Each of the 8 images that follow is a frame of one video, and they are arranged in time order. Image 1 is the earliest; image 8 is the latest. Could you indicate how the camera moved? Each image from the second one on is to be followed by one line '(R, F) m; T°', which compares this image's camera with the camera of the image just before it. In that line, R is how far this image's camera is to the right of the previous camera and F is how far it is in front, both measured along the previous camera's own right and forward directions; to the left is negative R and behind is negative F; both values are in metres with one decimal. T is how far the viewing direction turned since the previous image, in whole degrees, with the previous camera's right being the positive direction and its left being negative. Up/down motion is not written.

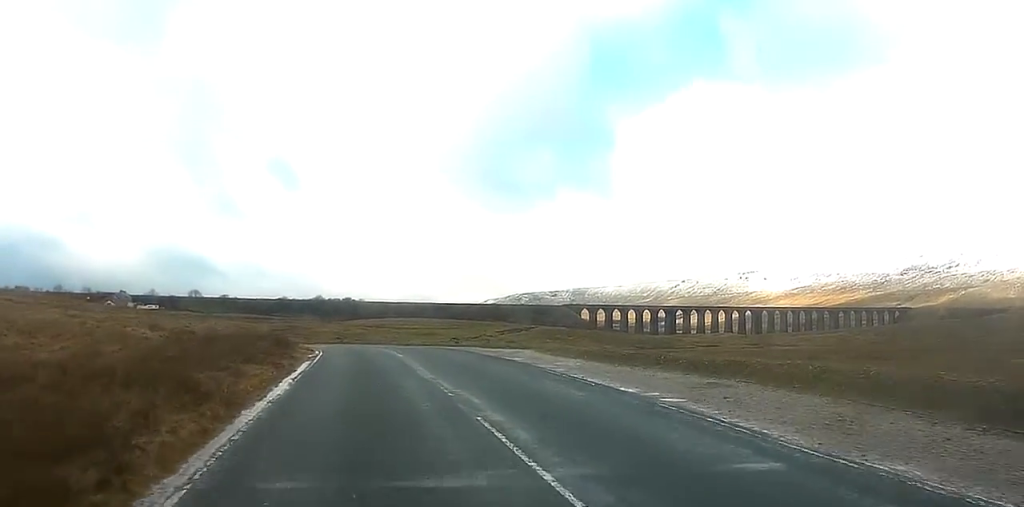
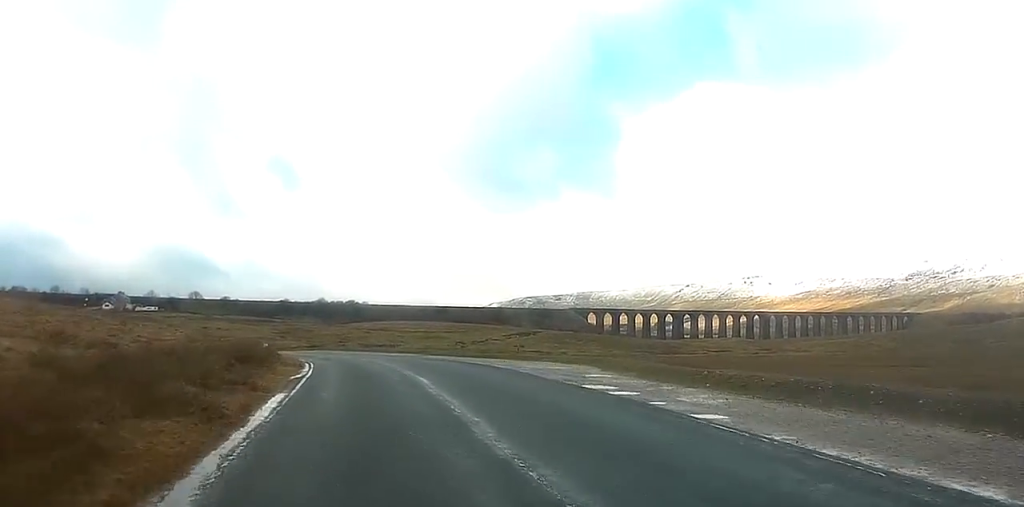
(-0.2, +9.6) m; -1°
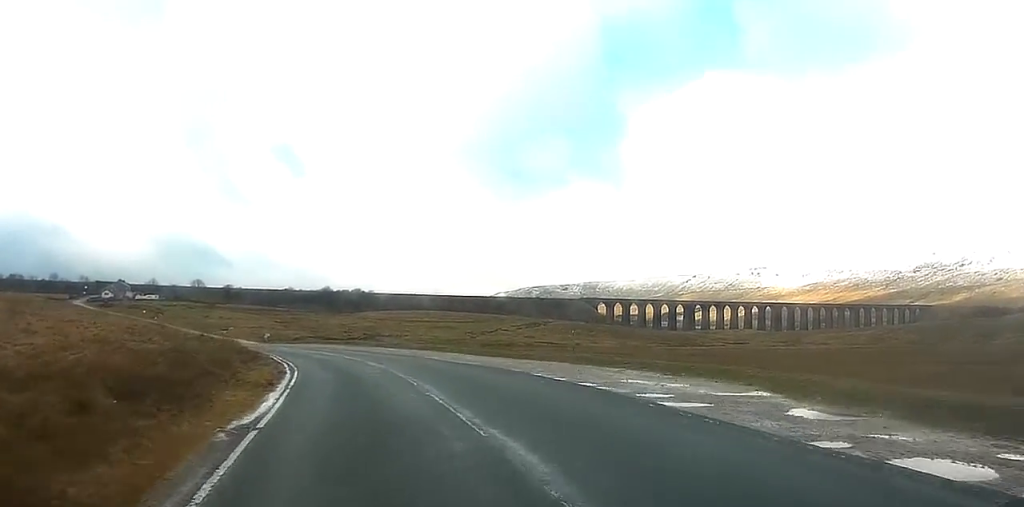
(-0.1, +11.6) m; -1°
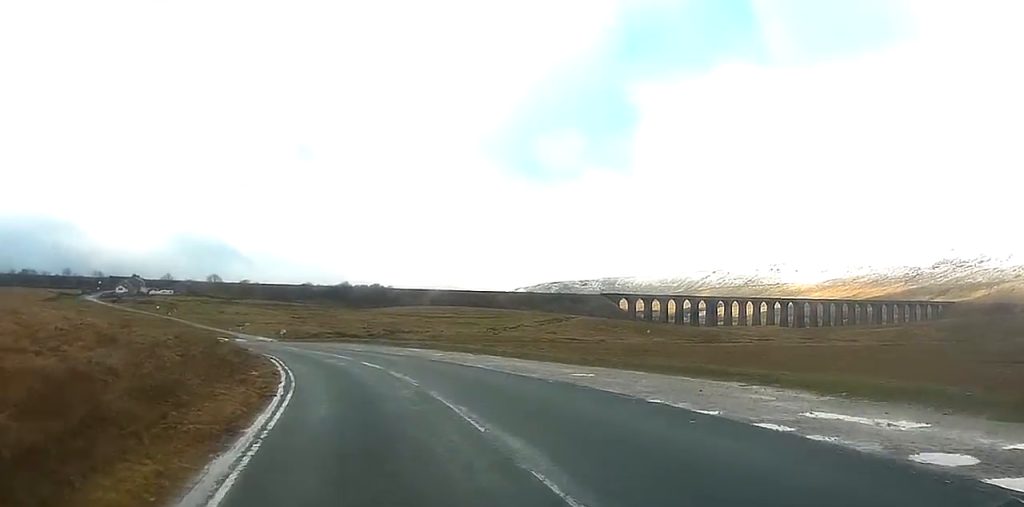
(-0.1, +7.9) m; -1°
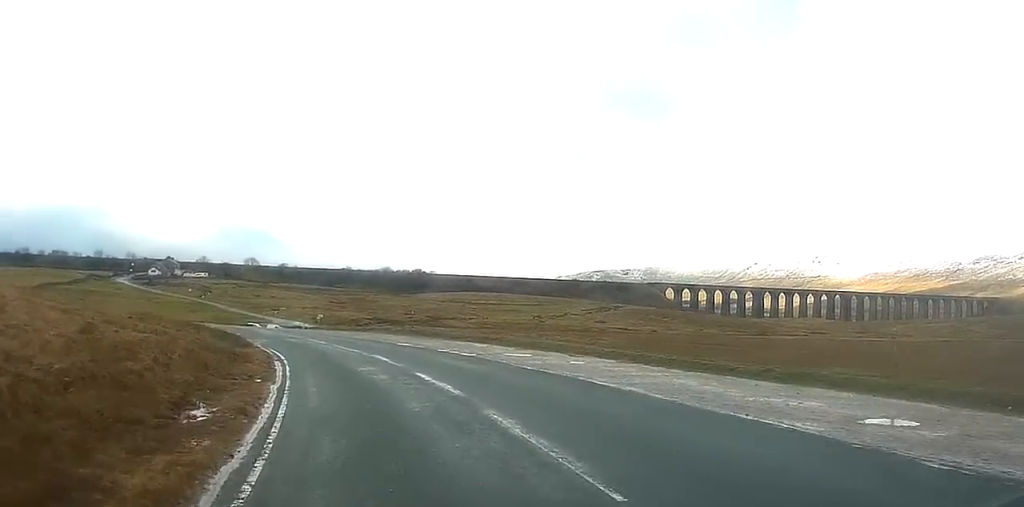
(-0.1, +13.1) m; -2°
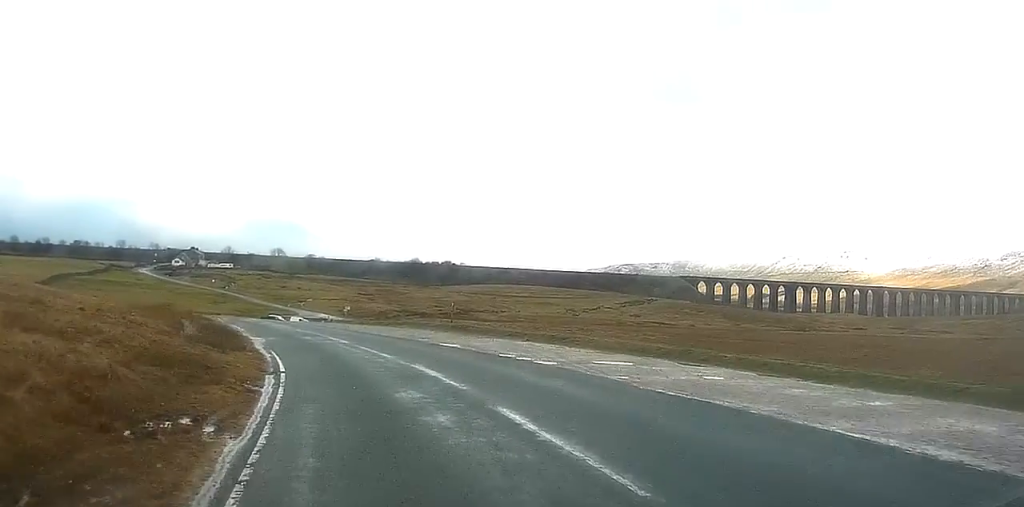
(-0.1, +8.8) m; -2°
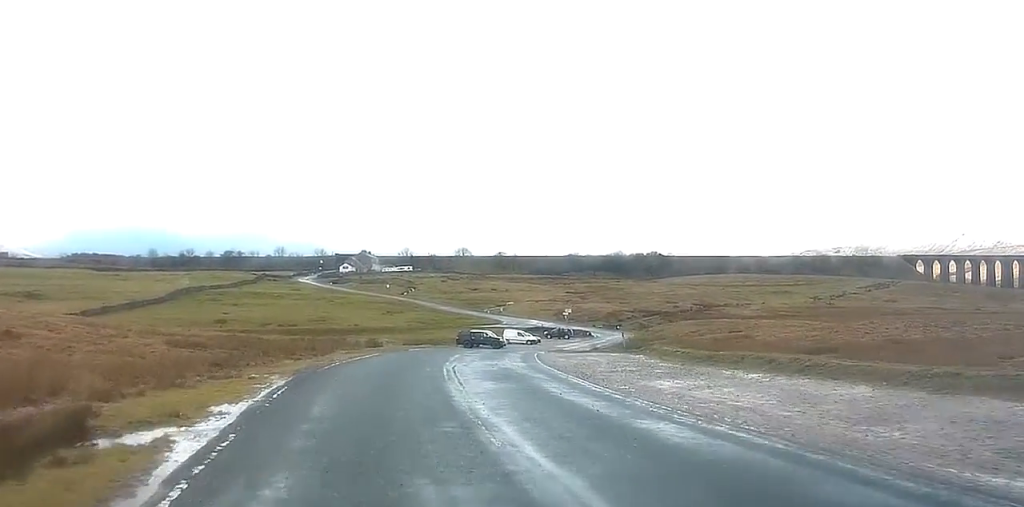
(-6.9, +57.8) m; -10°
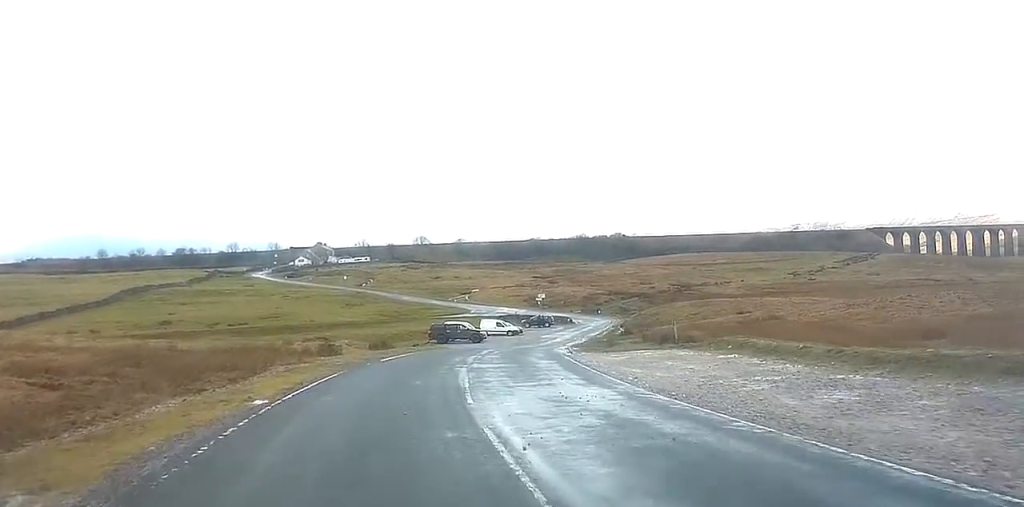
(0.0, +14.0) m; +1°
